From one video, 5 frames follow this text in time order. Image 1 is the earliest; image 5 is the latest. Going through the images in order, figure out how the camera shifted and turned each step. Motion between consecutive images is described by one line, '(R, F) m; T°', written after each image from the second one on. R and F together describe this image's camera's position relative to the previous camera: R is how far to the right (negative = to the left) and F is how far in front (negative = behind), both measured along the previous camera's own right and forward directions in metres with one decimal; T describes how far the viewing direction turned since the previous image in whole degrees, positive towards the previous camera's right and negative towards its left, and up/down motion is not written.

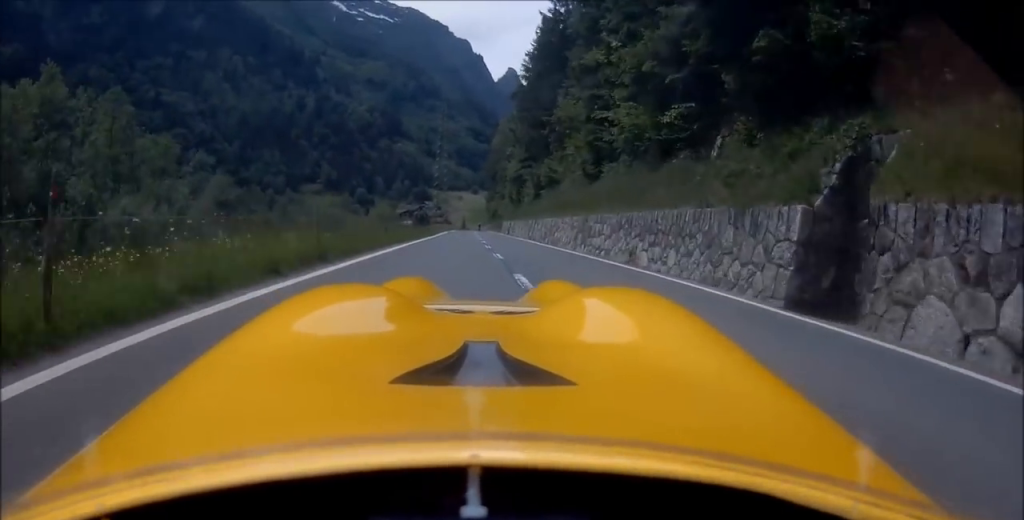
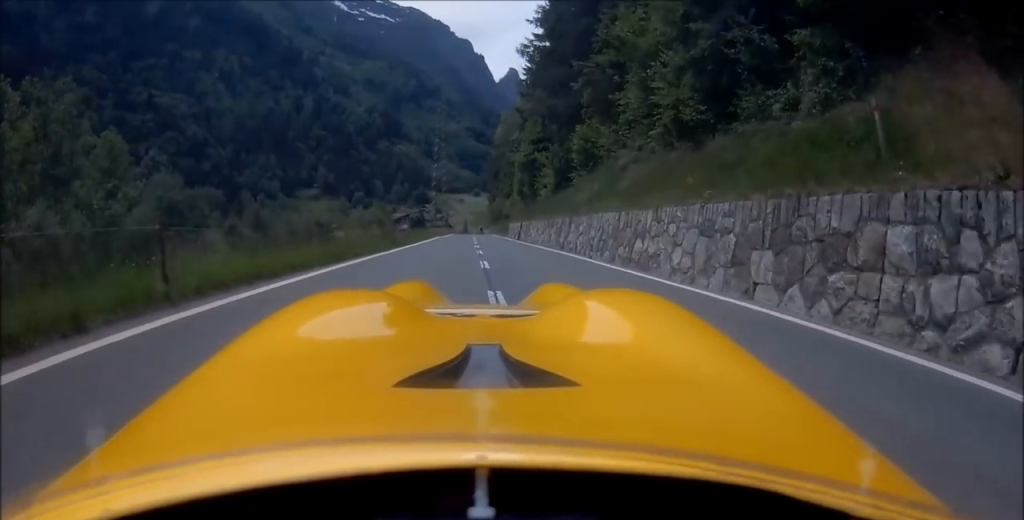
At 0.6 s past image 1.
(0.0, +14.0) m; 0°
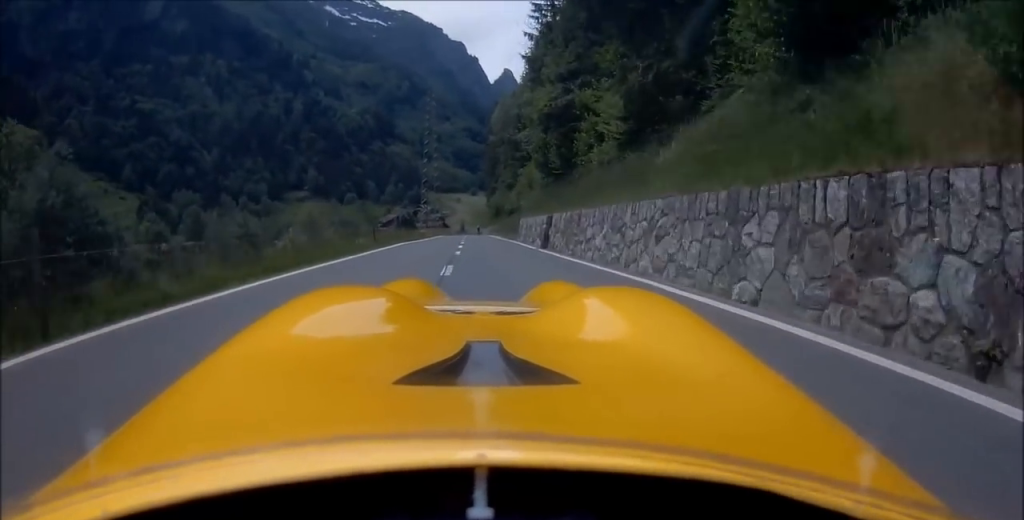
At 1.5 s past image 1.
(-0.2, +19.4) m; -1°
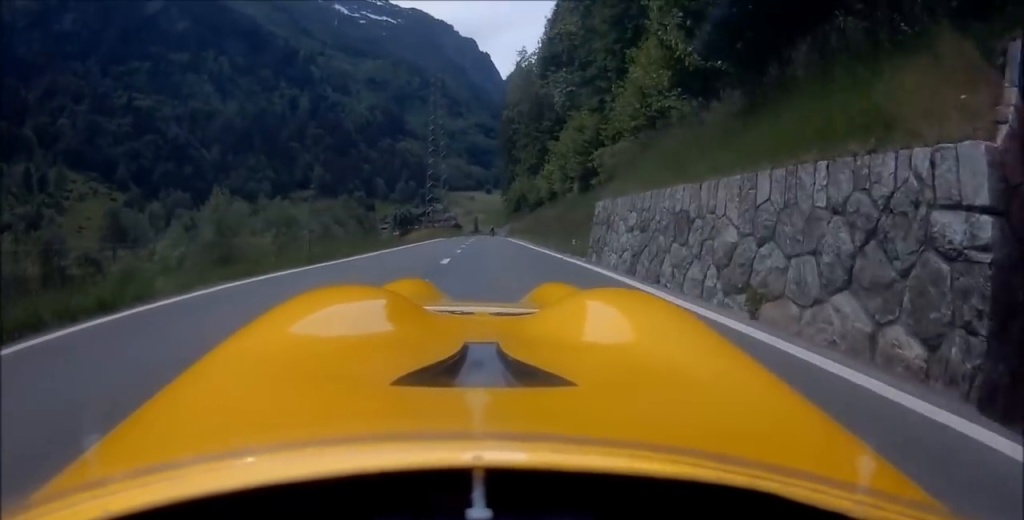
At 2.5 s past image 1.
(-0.1, +20.4) m; -1°
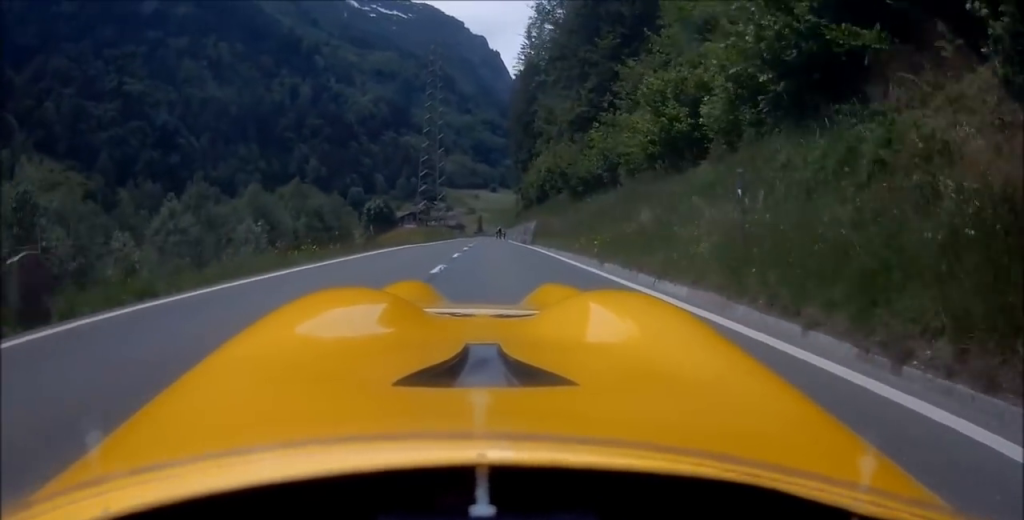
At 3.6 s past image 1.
(-0.4, +25.8) m; -2°
